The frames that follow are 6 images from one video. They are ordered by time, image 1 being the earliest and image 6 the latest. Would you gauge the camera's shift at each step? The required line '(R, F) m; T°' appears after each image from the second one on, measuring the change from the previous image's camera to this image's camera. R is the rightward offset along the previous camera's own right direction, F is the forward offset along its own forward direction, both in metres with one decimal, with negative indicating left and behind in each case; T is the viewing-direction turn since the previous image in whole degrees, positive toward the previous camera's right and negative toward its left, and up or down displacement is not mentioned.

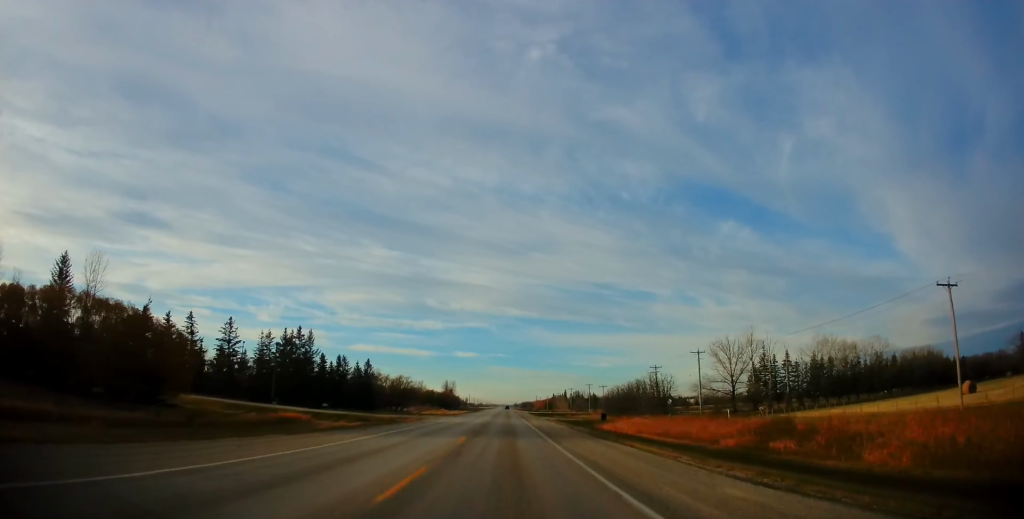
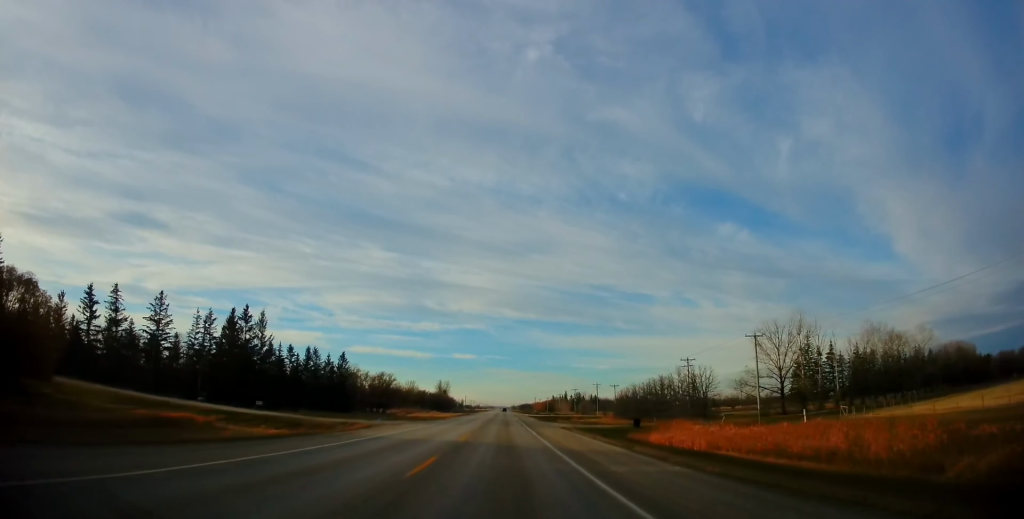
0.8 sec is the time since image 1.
(-0.3, +22.2) m; 0°
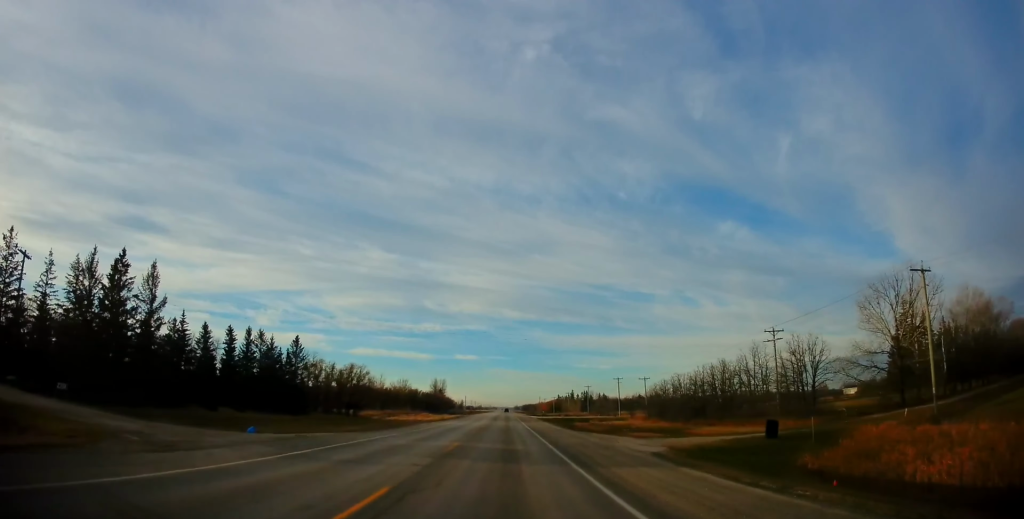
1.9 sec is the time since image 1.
(+0.6, +30.5) m; 0°
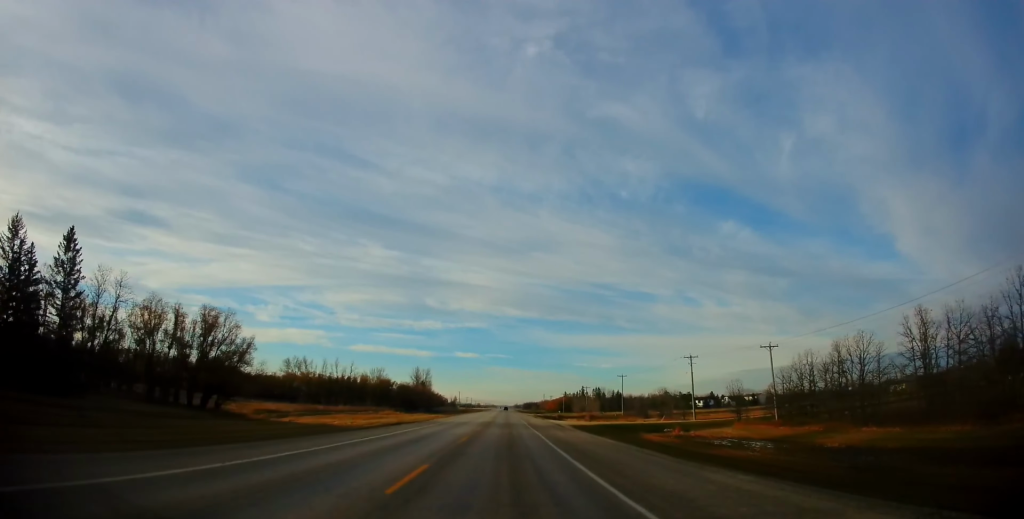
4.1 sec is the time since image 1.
(-0.6, +57.3) m; -1°
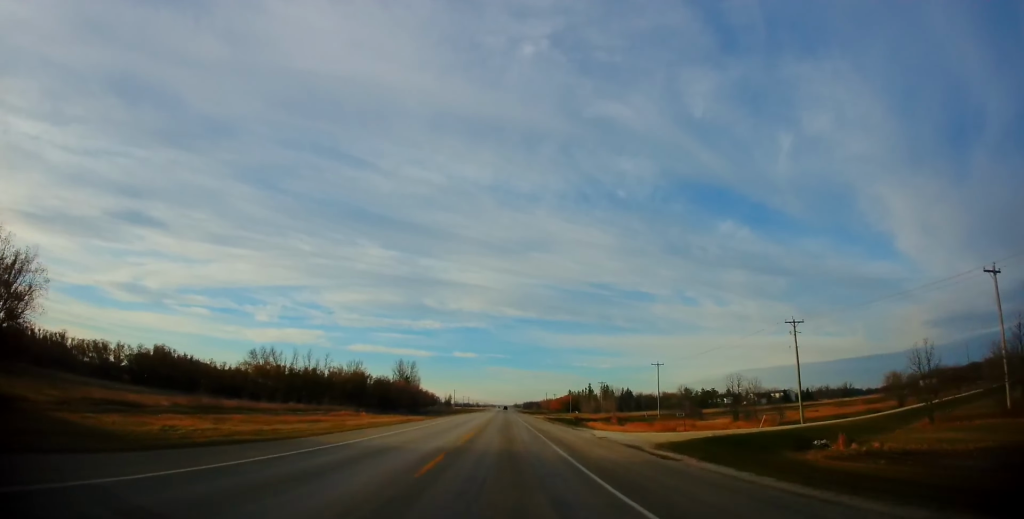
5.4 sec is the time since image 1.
(+0.1, +33.3) m; +1°
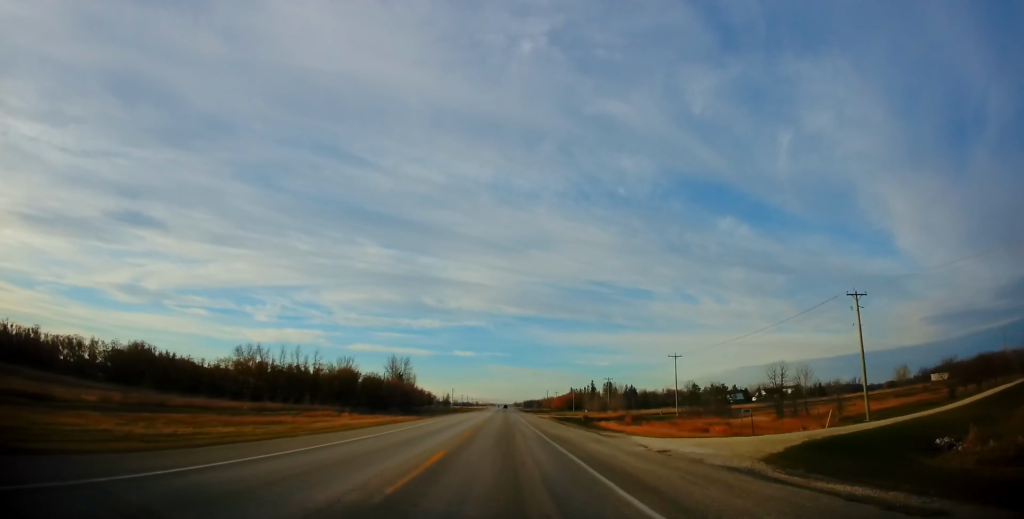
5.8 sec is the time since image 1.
(+0.1, +11.4) m; 0°
